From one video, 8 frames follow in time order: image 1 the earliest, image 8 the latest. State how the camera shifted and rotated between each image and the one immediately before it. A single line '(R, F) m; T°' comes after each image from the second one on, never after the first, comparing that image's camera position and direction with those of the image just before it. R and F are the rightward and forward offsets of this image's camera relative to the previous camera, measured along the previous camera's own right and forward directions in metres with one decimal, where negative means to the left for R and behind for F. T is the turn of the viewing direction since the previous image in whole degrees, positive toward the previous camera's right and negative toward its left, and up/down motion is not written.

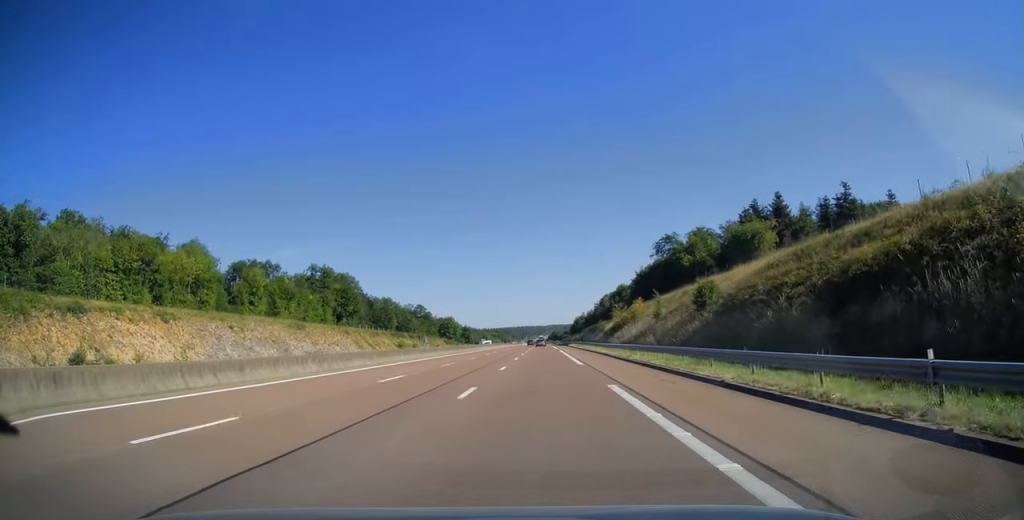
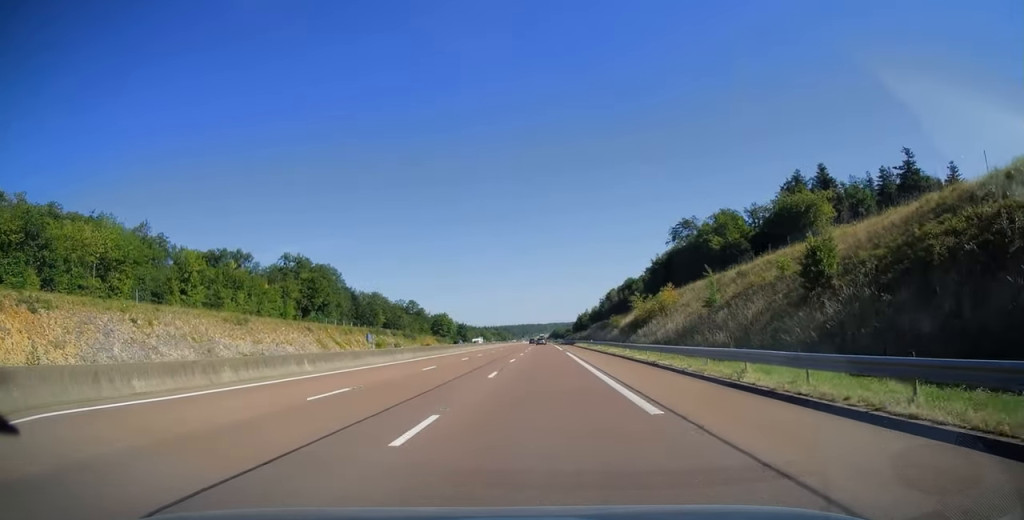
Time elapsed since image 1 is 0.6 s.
(0.0, +19.3) m; 0°
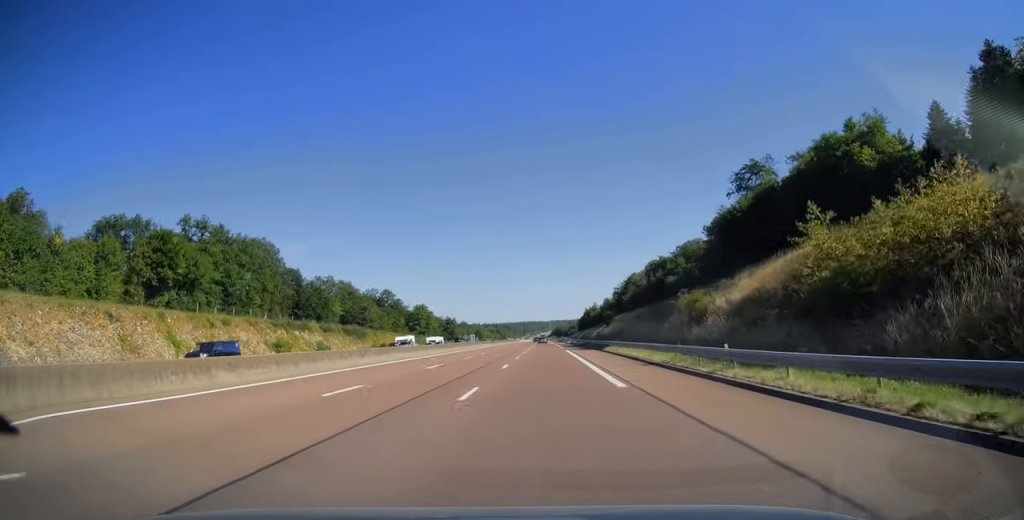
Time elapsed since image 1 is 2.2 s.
(-0.1, +46.7) m; 0°
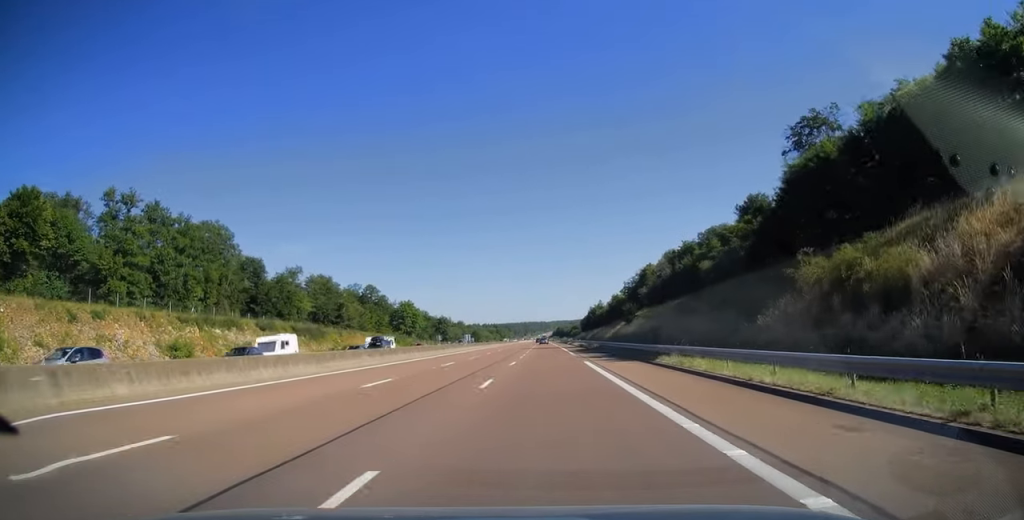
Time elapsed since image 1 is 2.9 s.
(0.0, +22.9) m; 0°
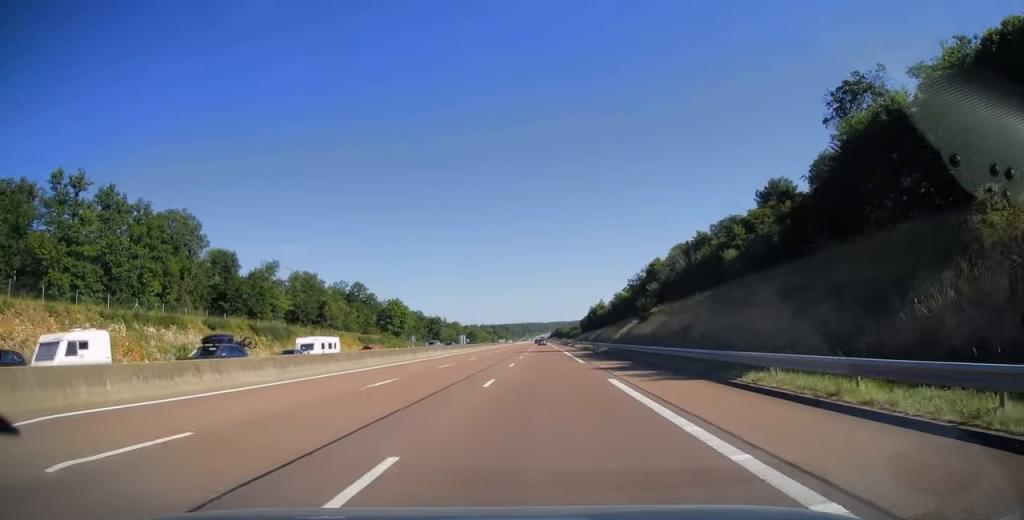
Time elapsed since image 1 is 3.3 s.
(0.0, +12.2) m; 0°
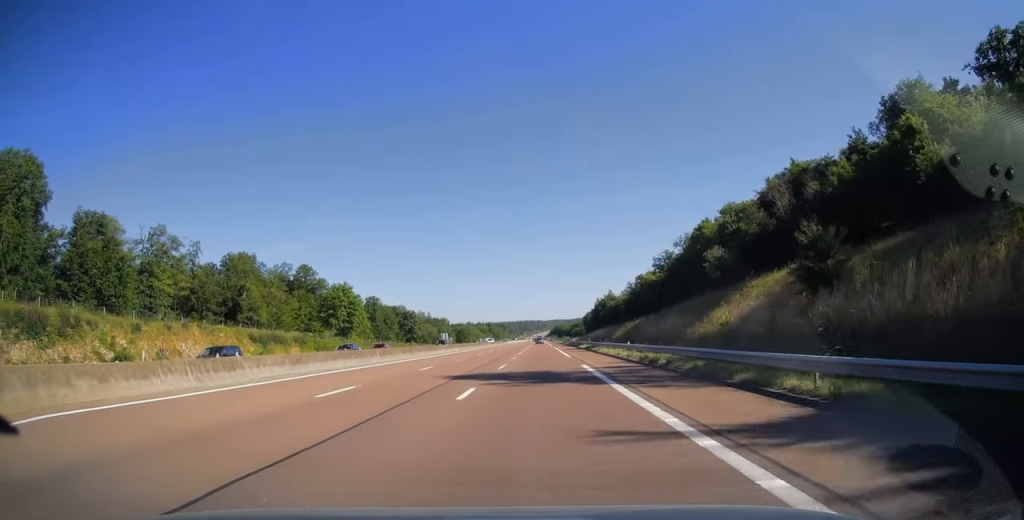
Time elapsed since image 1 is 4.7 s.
(-0.1, +42.6) m; 0°
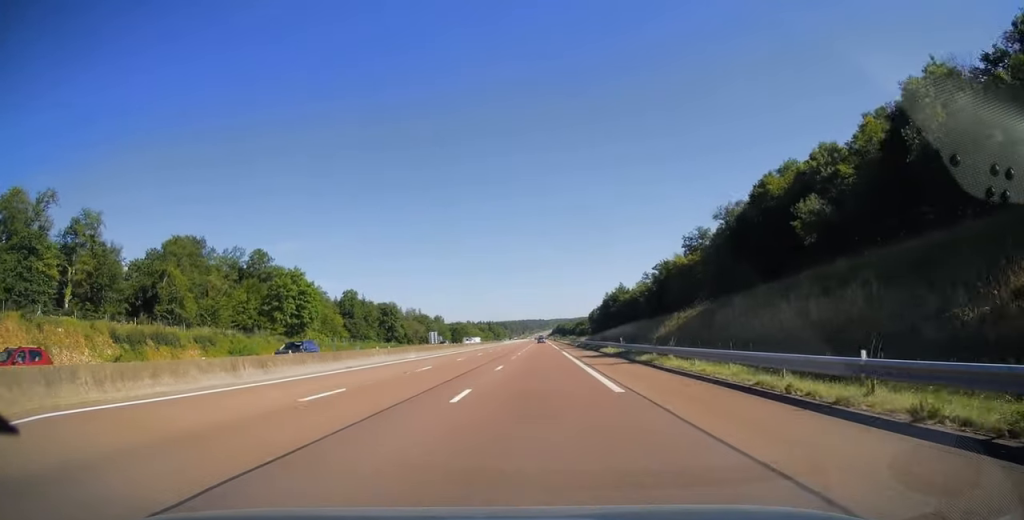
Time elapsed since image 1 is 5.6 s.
(+0.1, +26.4) m; 0°
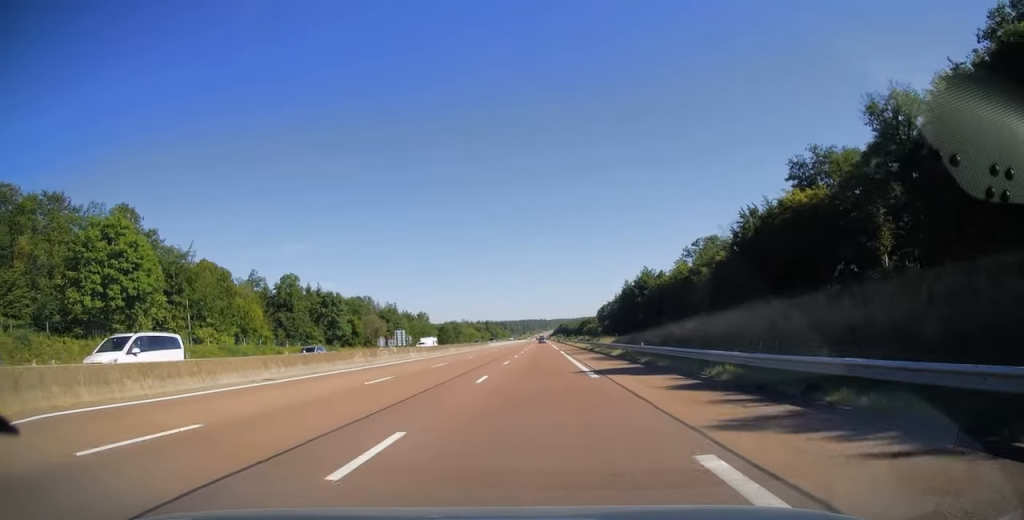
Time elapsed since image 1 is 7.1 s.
(-0.1, +46.2) m; 0°
